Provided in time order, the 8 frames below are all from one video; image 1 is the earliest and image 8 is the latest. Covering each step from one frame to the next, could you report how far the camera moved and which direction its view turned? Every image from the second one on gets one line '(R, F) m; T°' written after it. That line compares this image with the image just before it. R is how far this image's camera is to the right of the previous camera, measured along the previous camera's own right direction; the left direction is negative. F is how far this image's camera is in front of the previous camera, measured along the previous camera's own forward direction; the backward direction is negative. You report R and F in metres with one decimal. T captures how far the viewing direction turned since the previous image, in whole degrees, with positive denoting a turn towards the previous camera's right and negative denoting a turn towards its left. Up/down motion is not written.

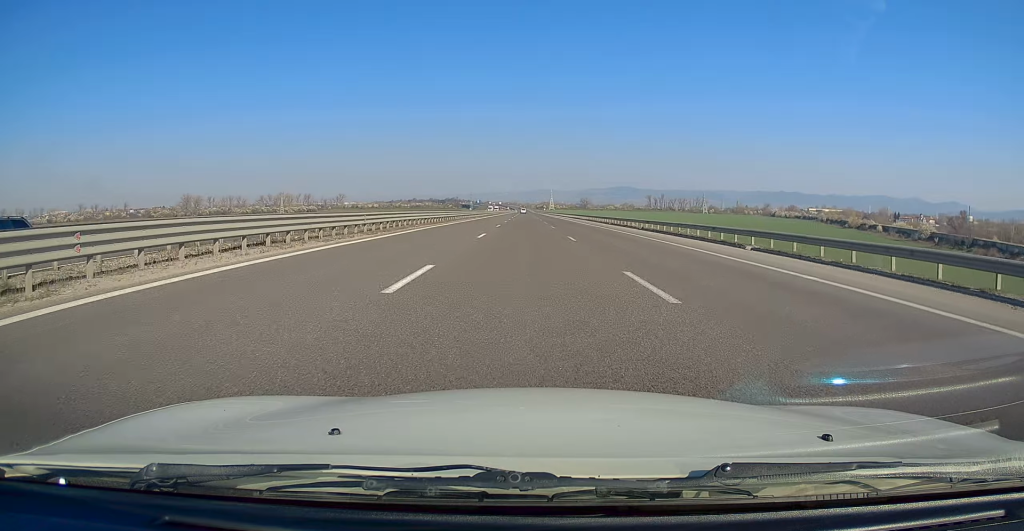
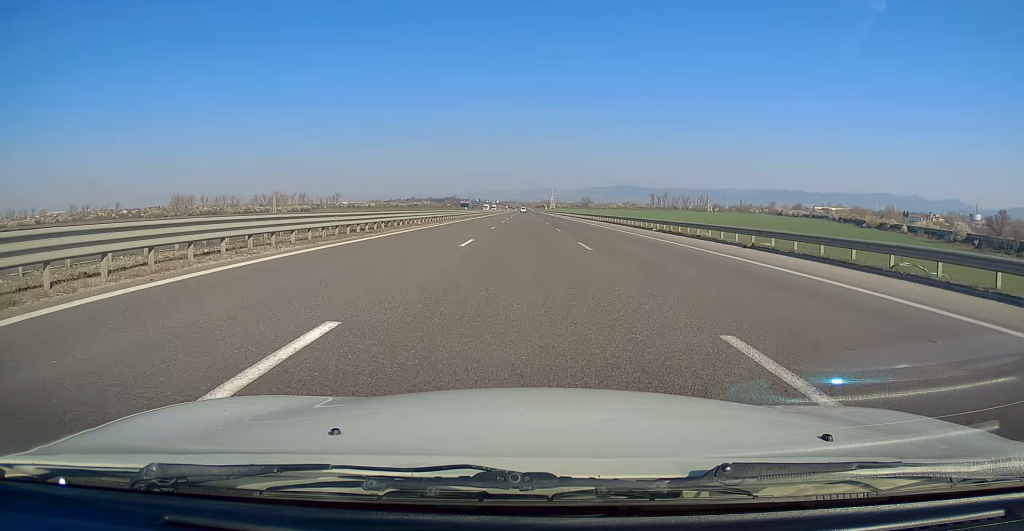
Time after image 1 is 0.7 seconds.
(0.0, +22.0) m; 0°
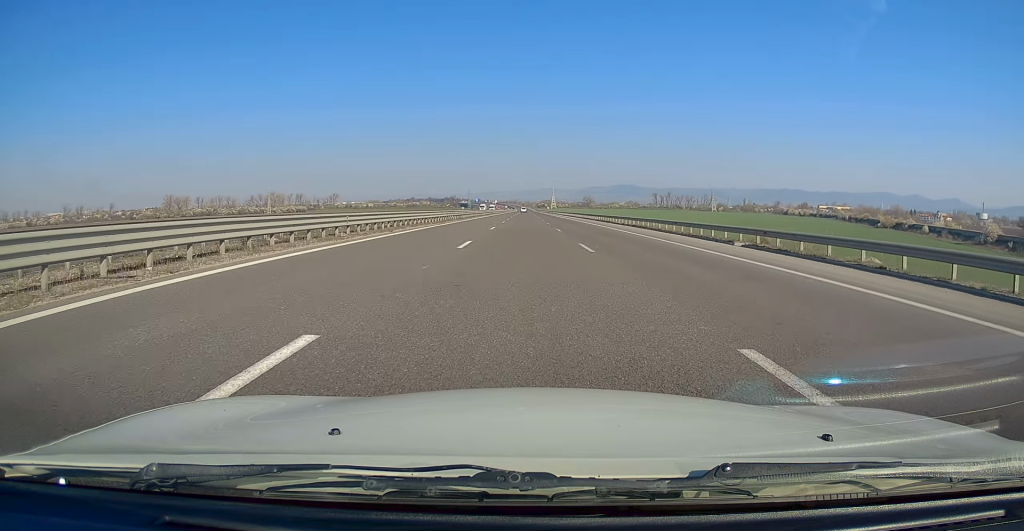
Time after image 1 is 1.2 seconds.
(0.0, +16.5) m; 0°
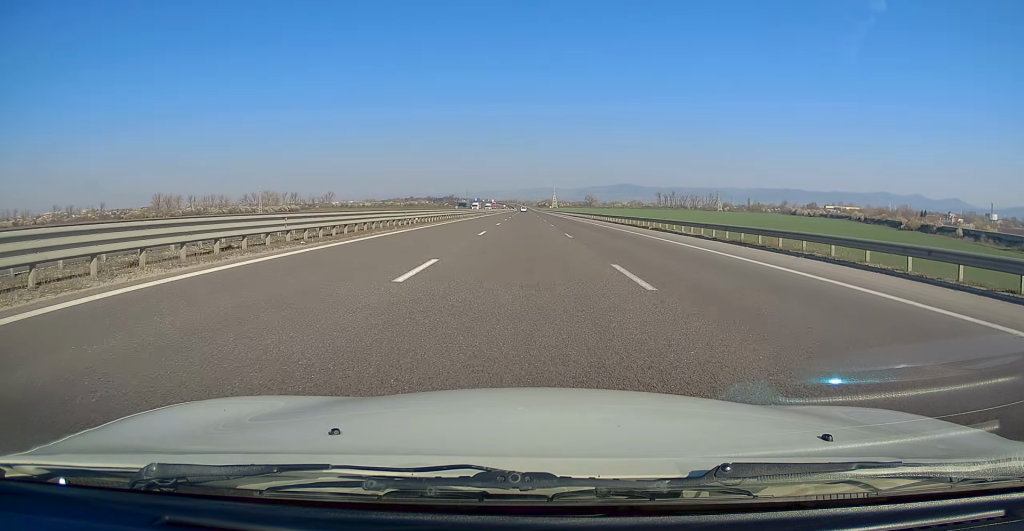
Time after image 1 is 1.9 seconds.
(+0.2, +24.2) m; 0°
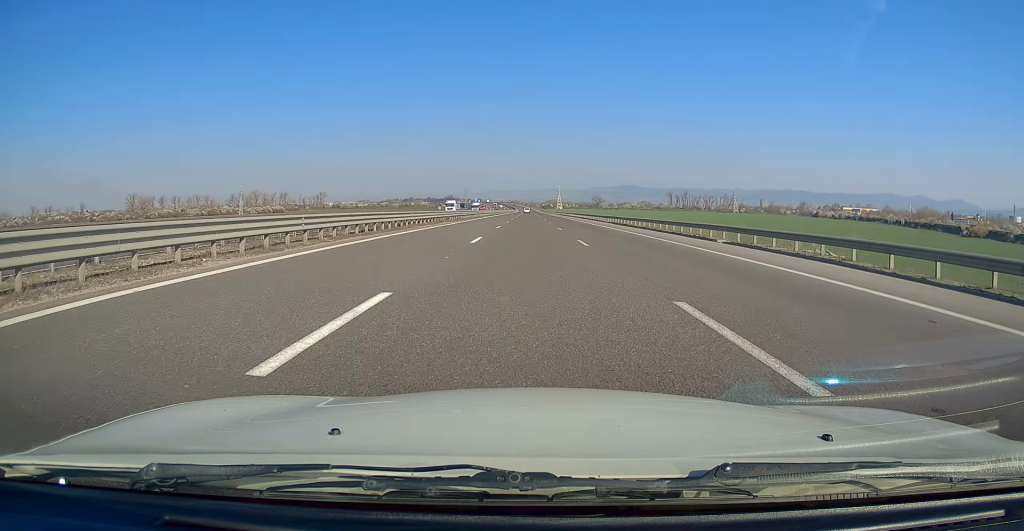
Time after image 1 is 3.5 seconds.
(-0.1, +52.9) m; 0°
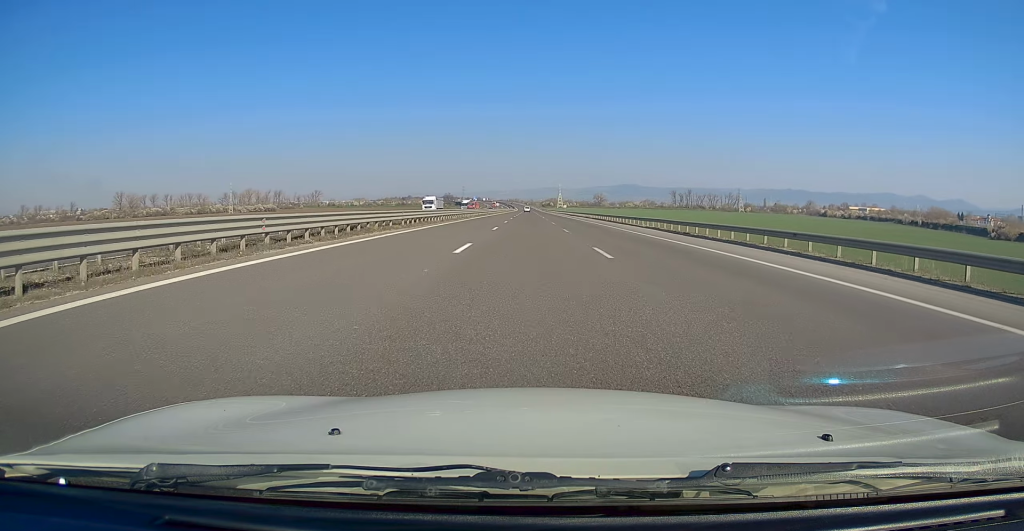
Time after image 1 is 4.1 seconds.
(+0.1, +21.0) m; 0°
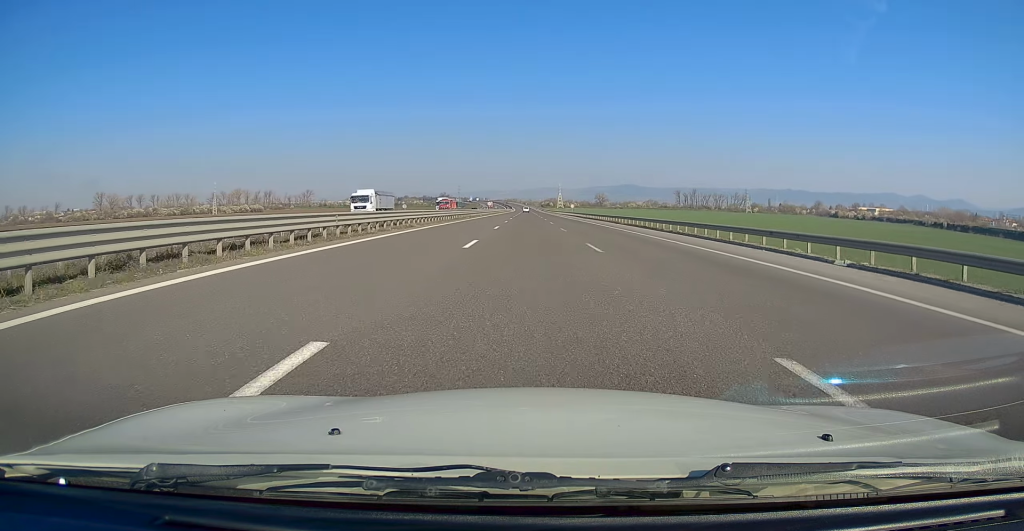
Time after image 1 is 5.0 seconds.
(-0.3, +29.9) m; 0°
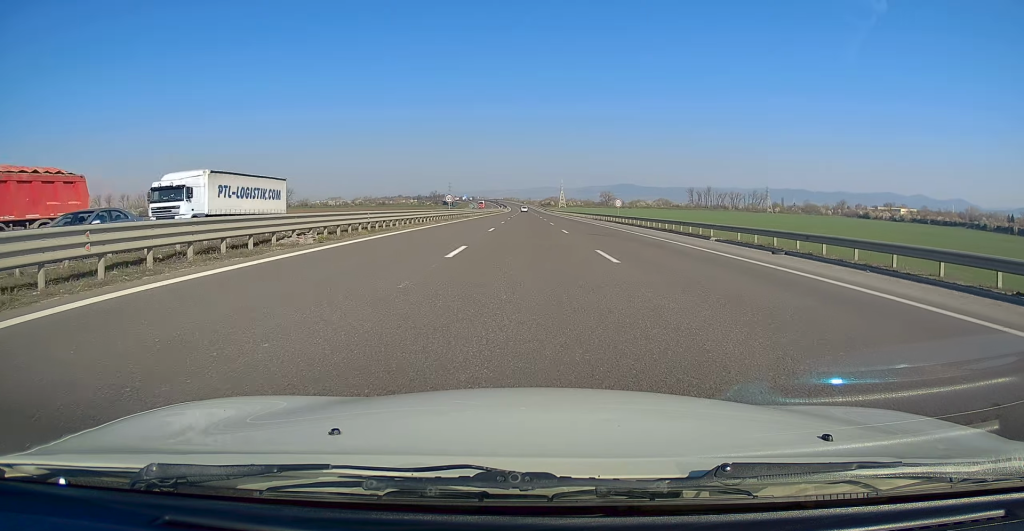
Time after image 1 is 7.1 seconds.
(+0.7, +67.4) m; 0°
